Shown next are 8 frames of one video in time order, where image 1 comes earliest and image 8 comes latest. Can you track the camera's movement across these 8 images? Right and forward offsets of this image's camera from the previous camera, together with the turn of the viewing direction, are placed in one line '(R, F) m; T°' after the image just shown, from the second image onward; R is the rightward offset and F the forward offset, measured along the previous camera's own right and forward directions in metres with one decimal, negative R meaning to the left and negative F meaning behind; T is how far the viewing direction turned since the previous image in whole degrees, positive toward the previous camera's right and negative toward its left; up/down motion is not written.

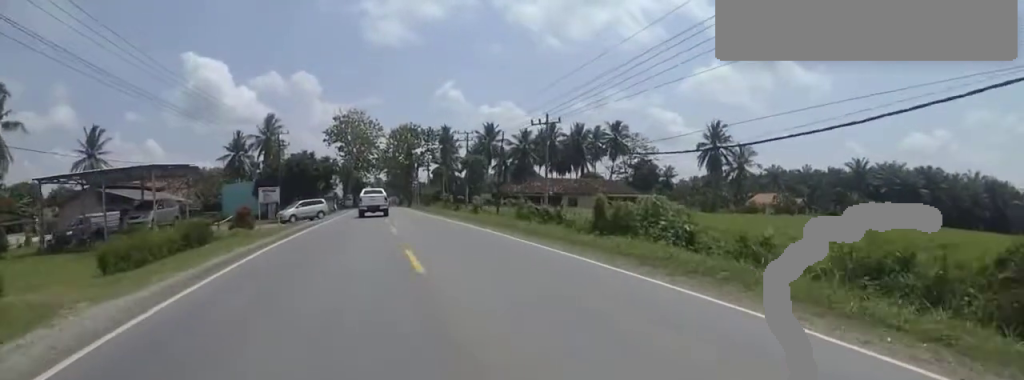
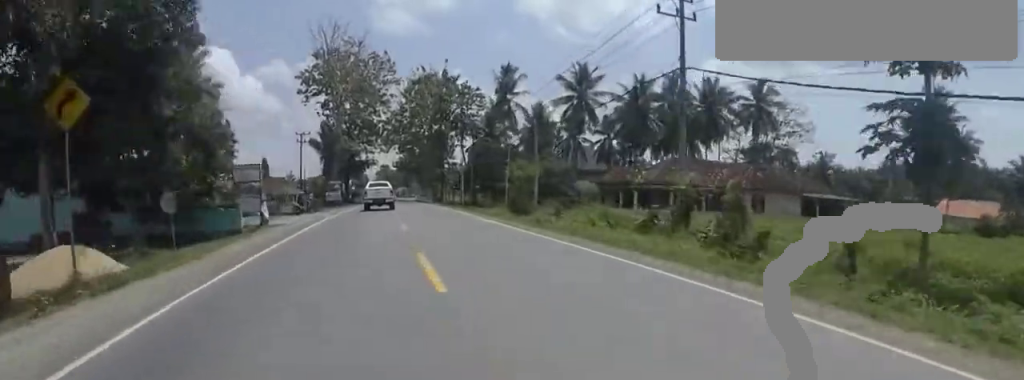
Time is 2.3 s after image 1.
(-0.9, +41.4) m; -3°
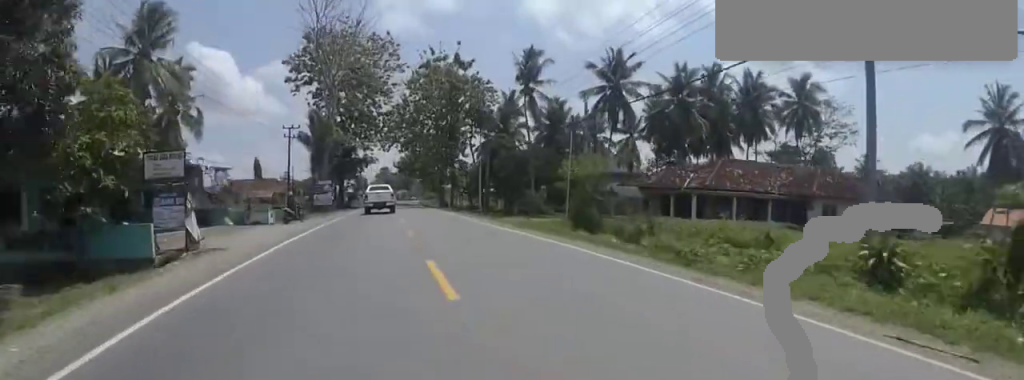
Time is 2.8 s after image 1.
(+0.4, +8.5) m; +1°
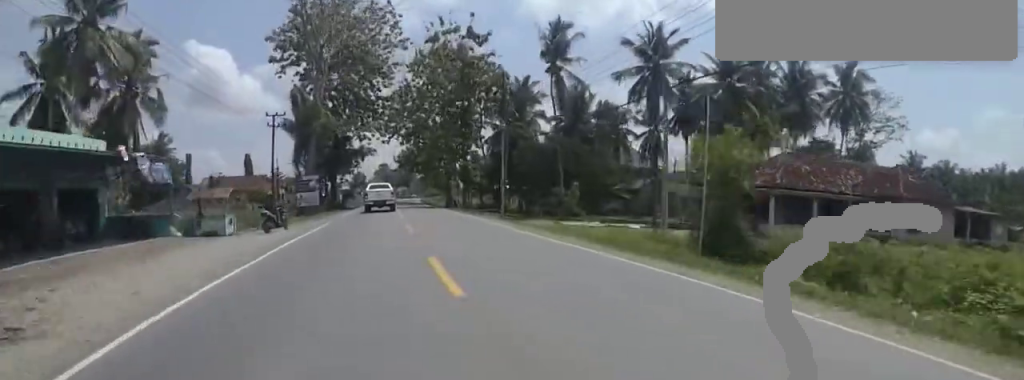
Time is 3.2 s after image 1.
(+0.1, +7.9) m; +1°
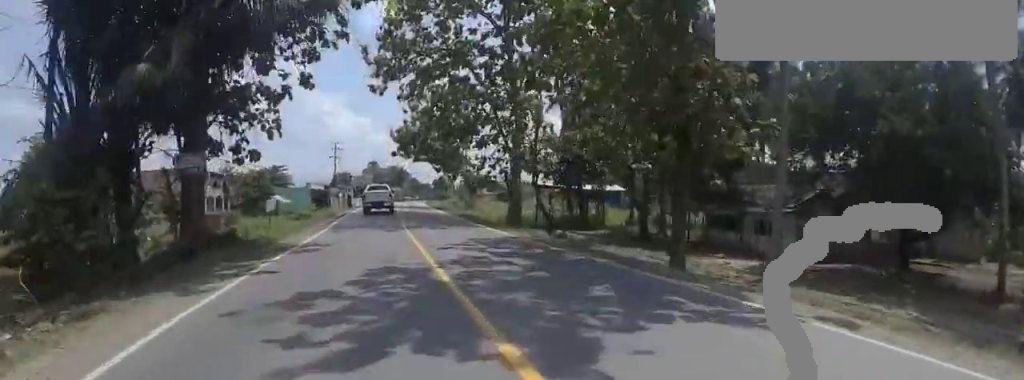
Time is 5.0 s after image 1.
(0.0, +33.1) m; 0°
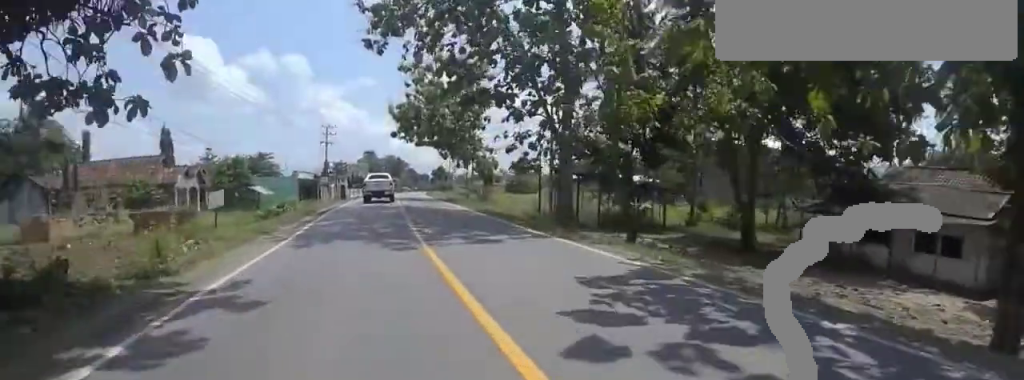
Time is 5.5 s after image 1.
(0.0, +7.8) m; +1°
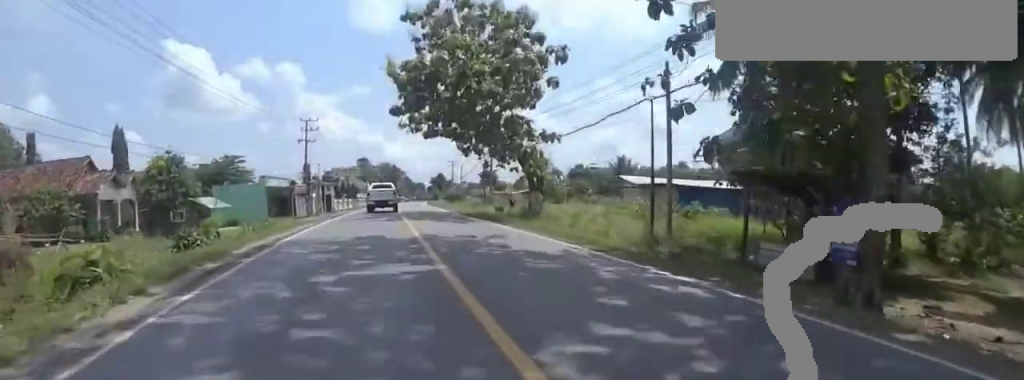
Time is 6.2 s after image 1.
(0.0, +13.8) m; +2°
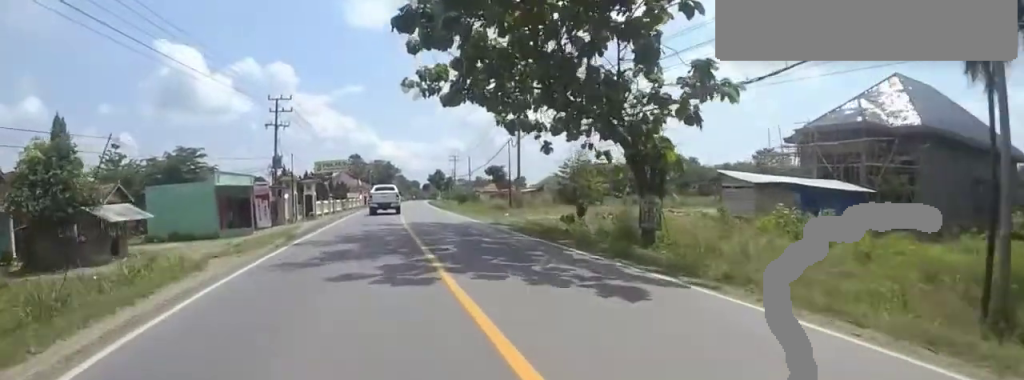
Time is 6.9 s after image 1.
(+0.5, +12.5) m; +1°
